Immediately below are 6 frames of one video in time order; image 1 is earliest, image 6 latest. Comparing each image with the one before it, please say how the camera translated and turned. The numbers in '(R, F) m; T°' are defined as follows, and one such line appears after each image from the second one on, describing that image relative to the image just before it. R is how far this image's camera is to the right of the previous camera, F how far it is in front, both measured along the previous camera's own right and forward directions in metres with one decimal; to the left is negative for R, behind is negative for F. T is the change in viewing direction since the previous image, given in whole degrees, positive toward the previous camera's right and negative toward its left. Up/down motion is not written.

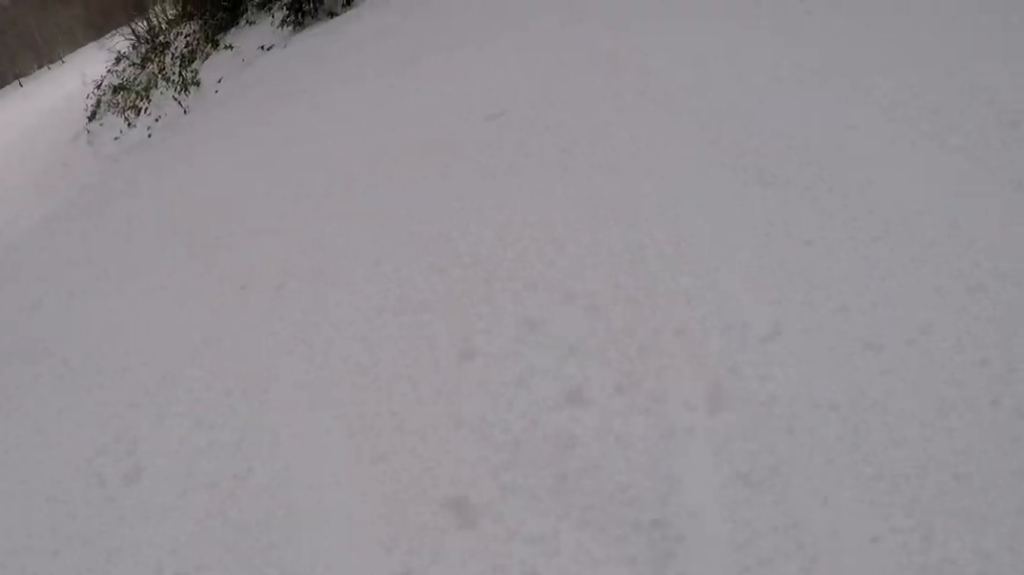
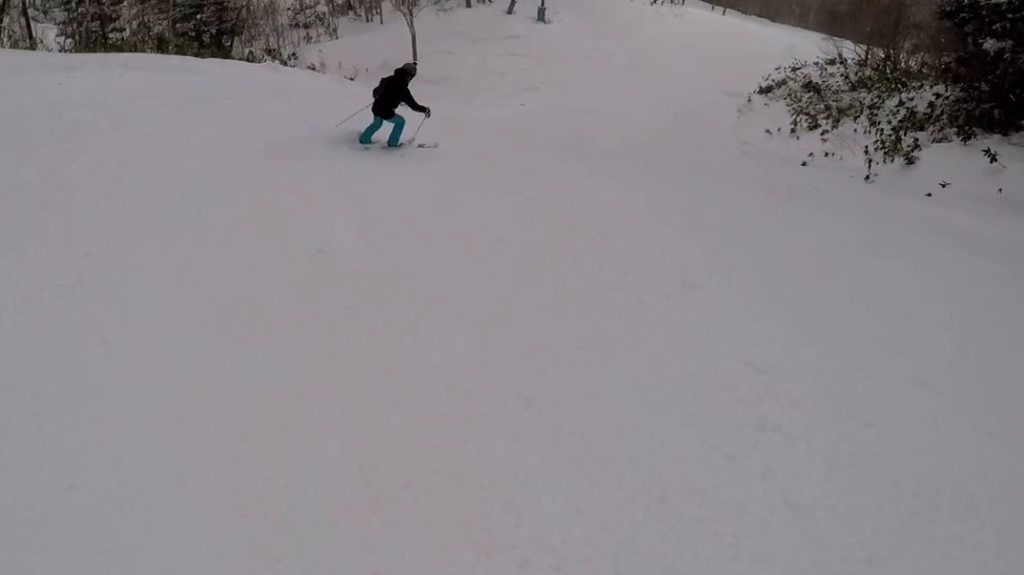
(-3.7, +12.1) m; -52°
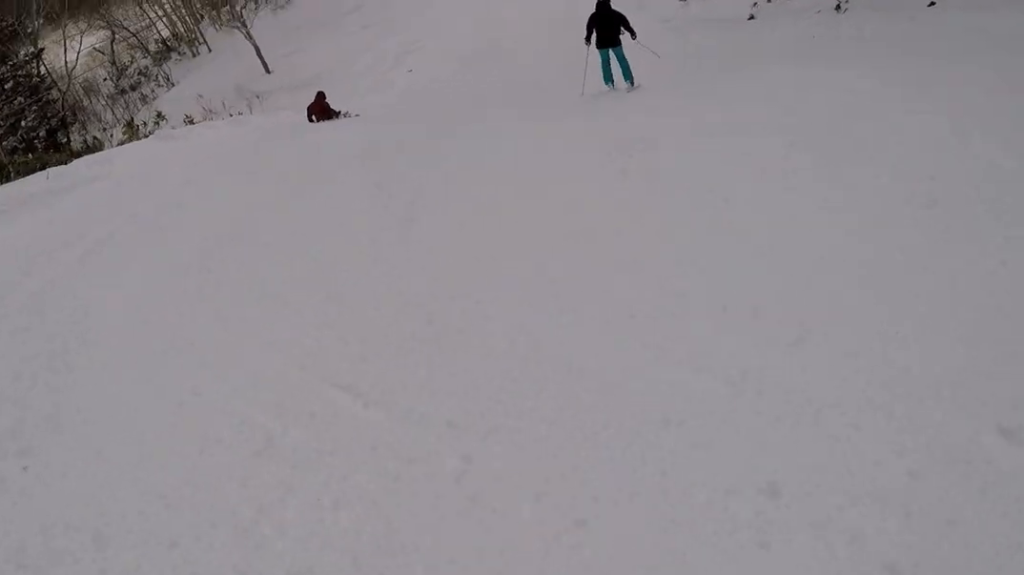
(-0.6, +5.2) m; +15°
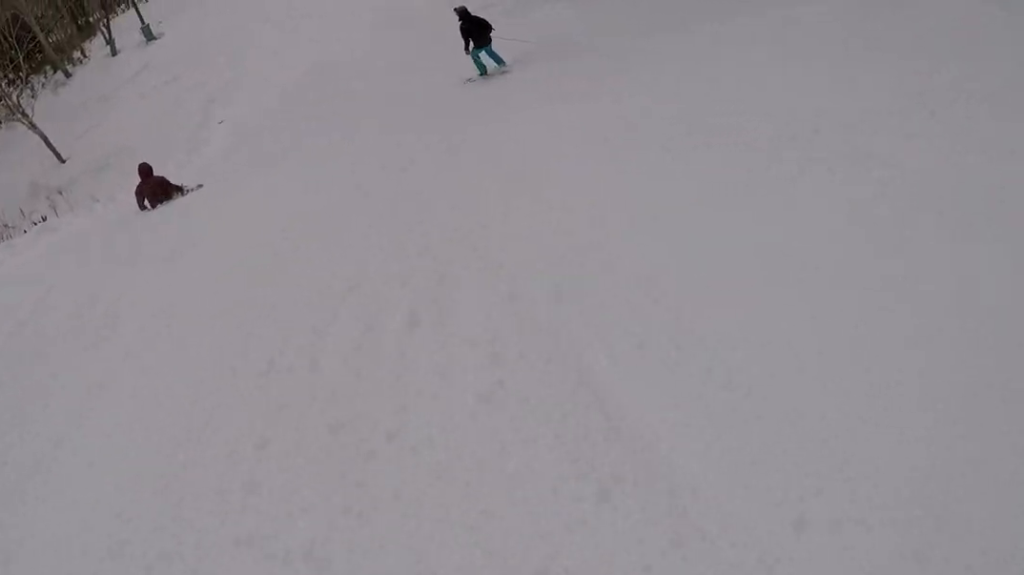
(+1.2, +3.9) m; +22°
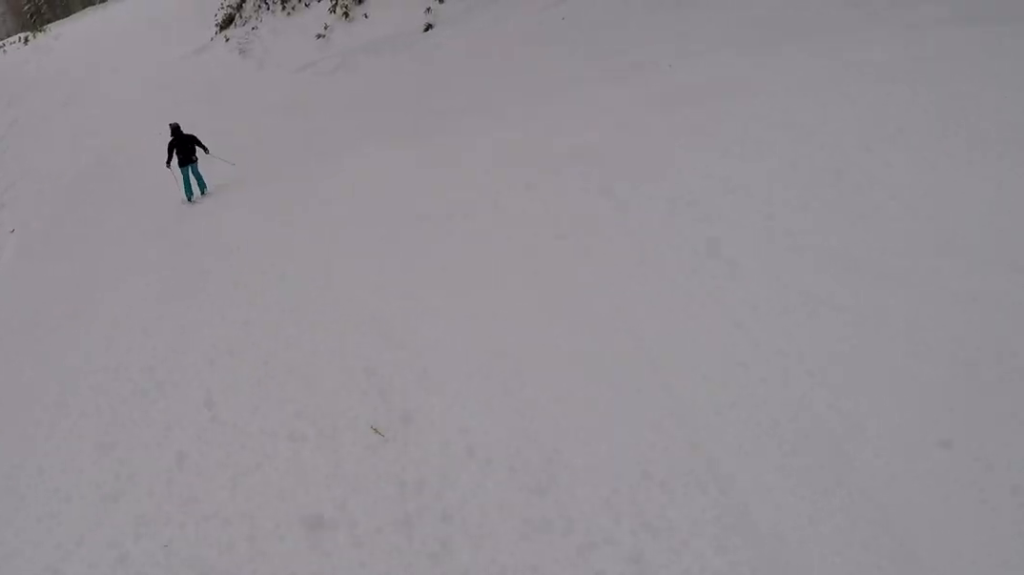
(+0.5, +4.3) m; +2°
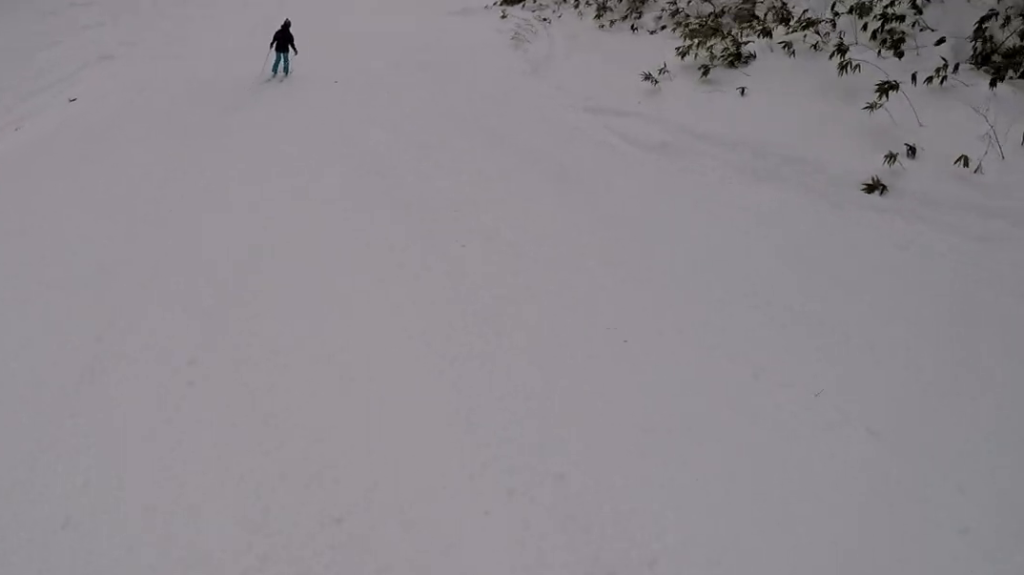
(-0.7, +12.4) m; -7°
